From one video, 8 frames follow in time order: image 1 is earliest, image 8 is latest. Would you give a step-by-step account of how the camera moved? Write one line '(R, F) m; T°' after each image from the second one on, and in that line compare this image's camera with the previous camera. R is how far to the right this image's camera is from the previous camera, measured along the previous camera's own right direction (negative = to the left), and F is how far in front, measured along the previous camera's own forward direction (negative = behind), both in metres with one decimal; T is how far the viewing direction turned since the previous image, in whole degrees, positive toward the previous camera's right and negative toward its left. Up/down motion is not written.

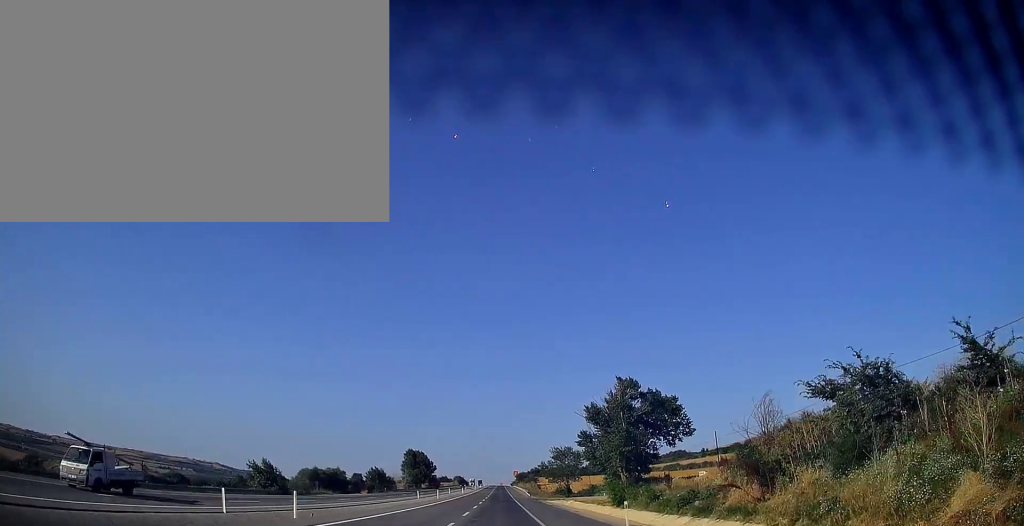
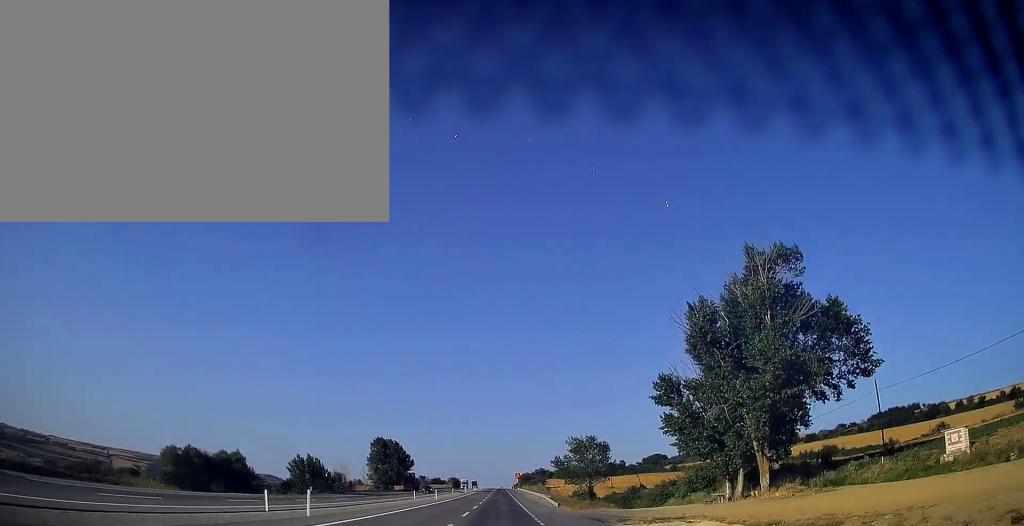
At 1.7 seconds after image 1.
(+0.2, +48.7) m; +1°
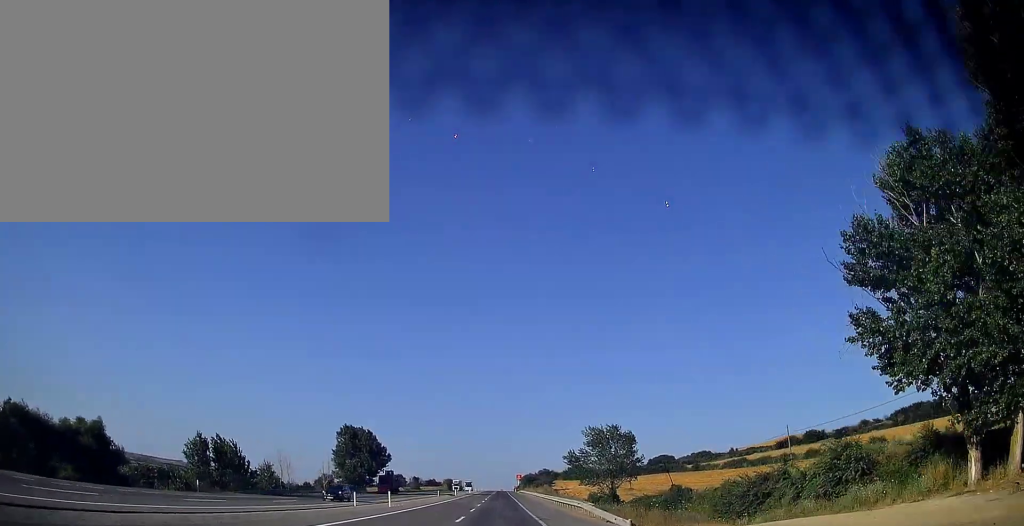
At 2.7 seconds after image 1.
(+0.1, +29.2) m; 0°
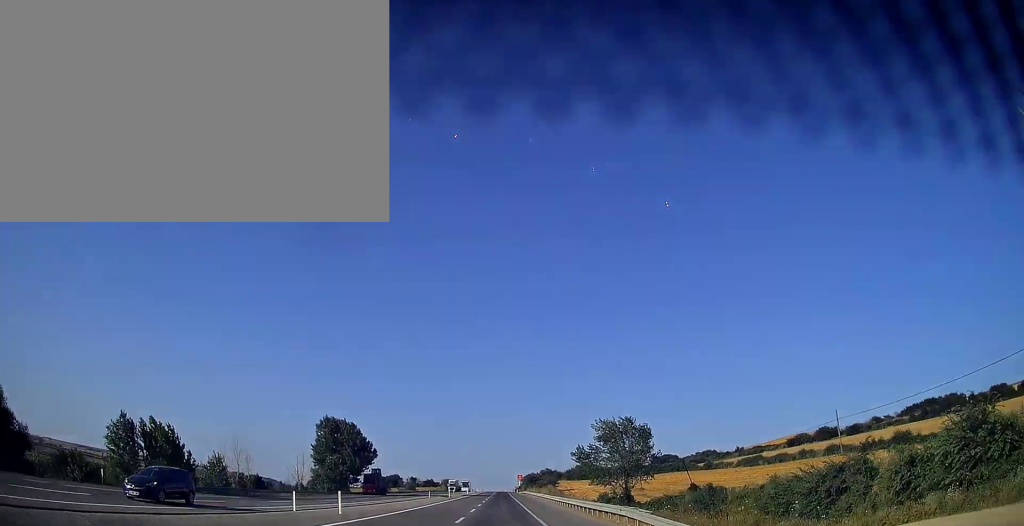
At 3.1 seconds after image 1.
(-0.1, +12.7) m; 0°
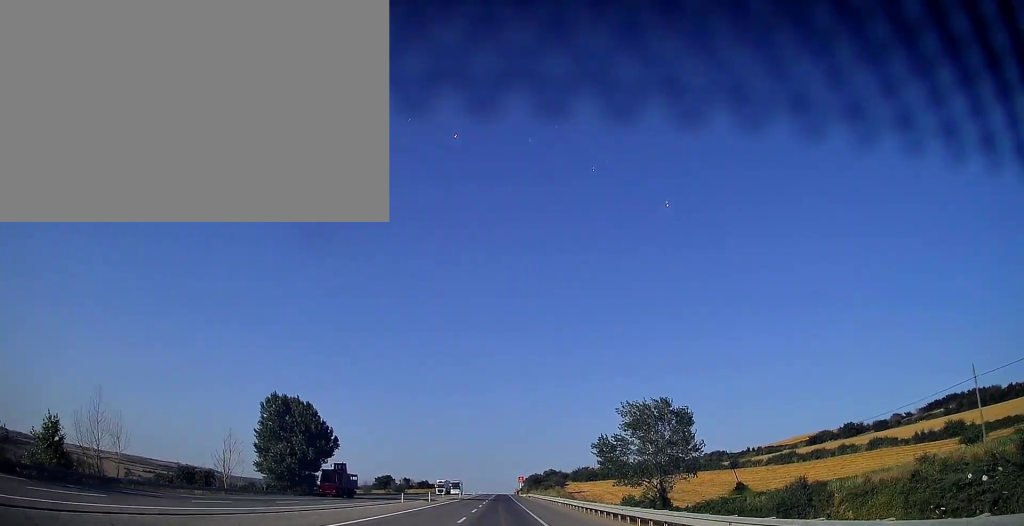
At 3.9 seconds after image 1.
(-0.1, +23.4) m; 0°
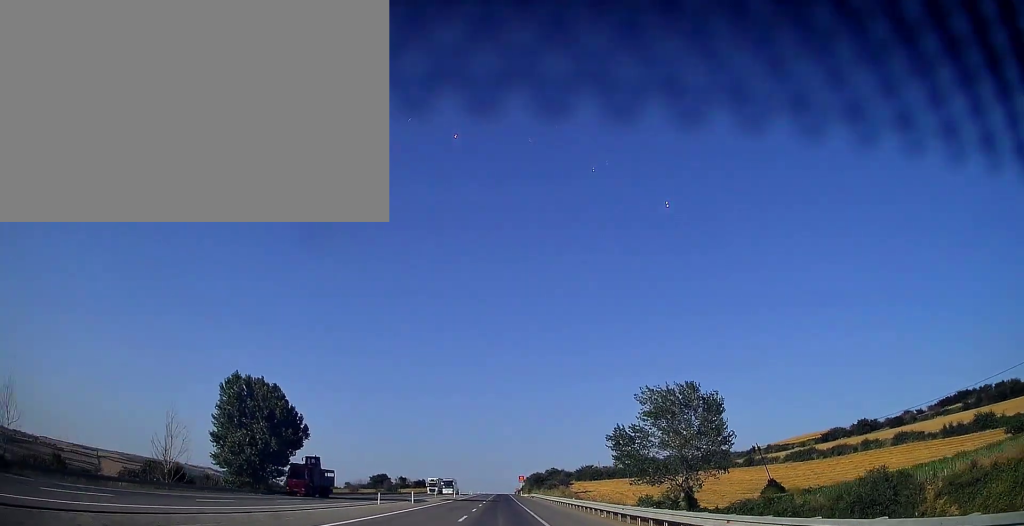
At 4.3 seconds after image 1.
(0.0, +11.7) m; 0°
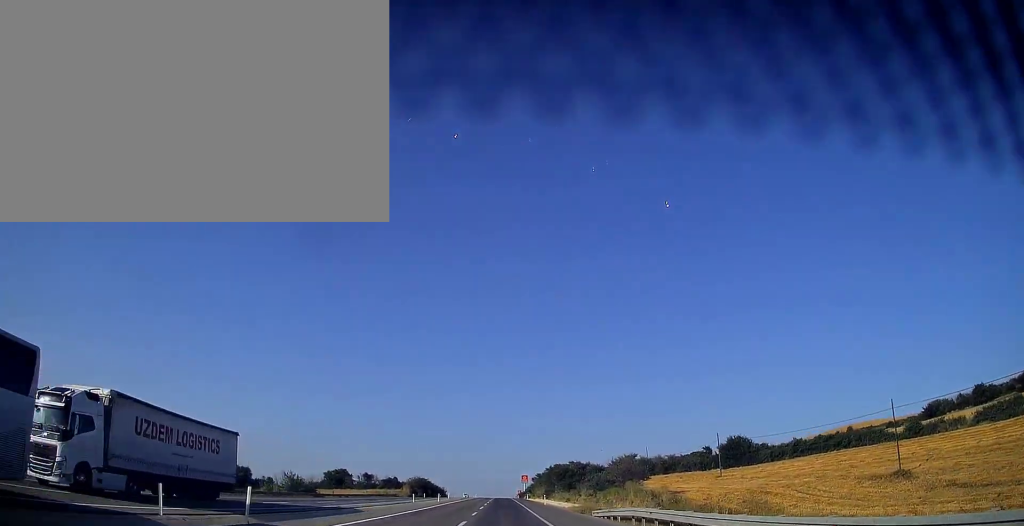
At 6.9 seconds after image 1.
(+0.1, +76.2) m; +1°
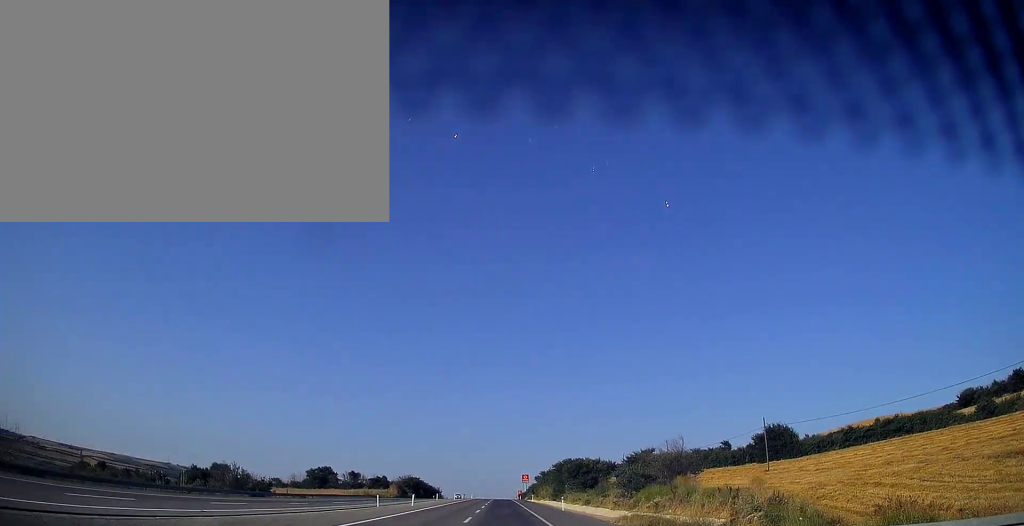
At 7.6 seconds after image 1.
(+0.1, +19.6) m; 0°
